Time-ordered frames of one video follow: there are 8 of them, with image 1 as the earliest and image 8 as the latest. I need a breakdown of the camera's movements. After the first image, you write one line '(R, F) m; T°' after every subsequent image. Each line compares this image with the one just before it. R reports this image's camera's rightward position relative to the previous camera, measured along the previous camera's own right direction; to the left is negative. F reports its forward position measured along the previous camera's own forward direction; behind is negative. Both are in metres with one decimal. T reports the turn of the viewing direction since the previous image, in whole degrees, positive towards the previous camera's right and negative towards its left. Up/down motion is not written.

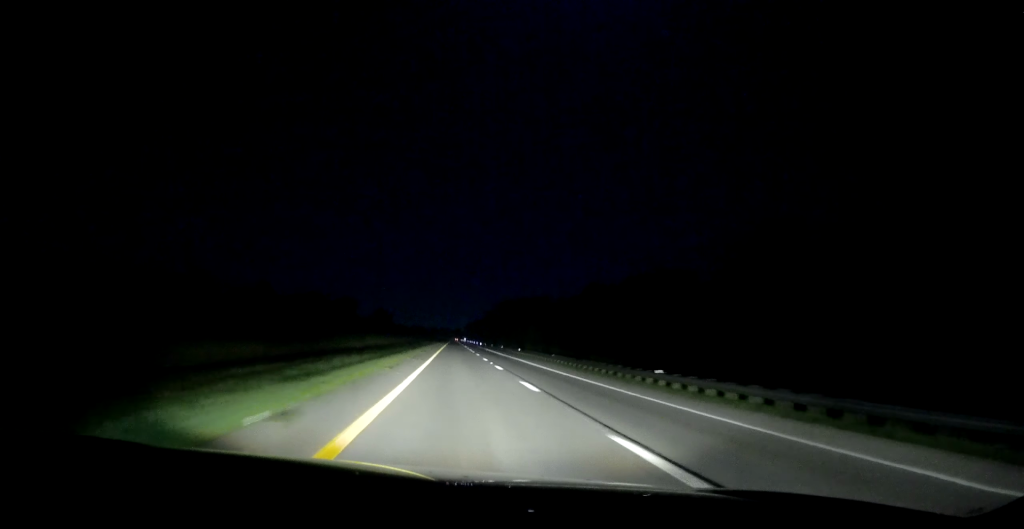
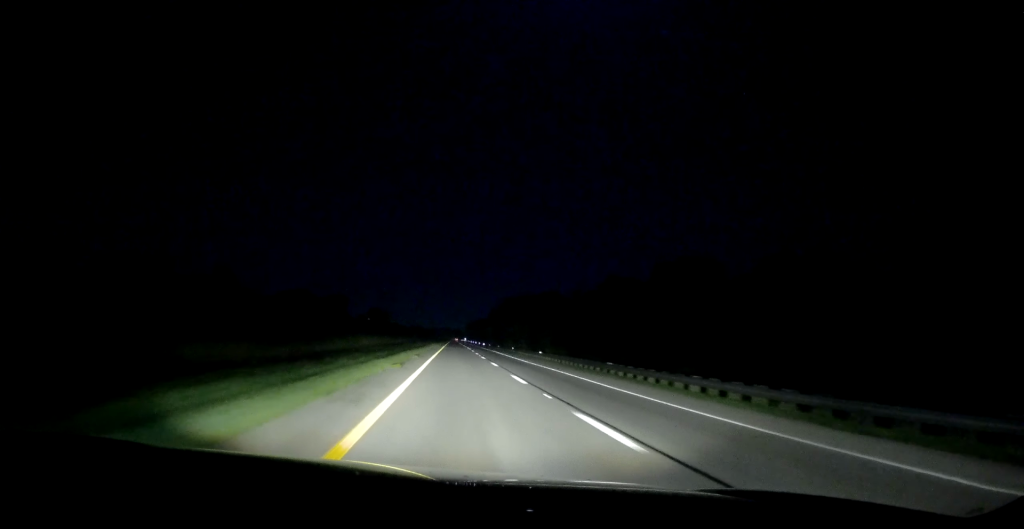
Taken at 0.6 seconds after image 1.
(+0.2, +21.4) m; +1°
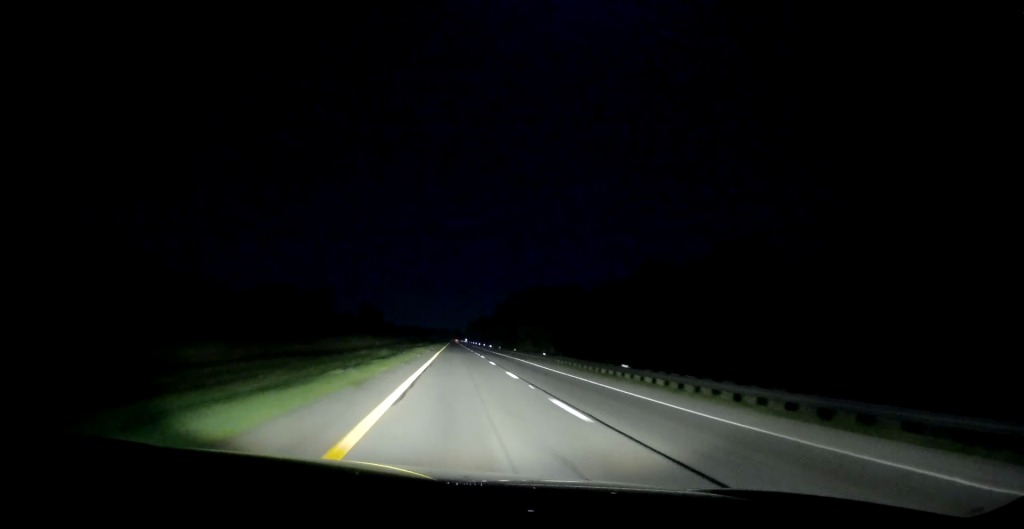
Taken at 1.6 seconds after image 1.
(+0.3, +33.7) m; 0°
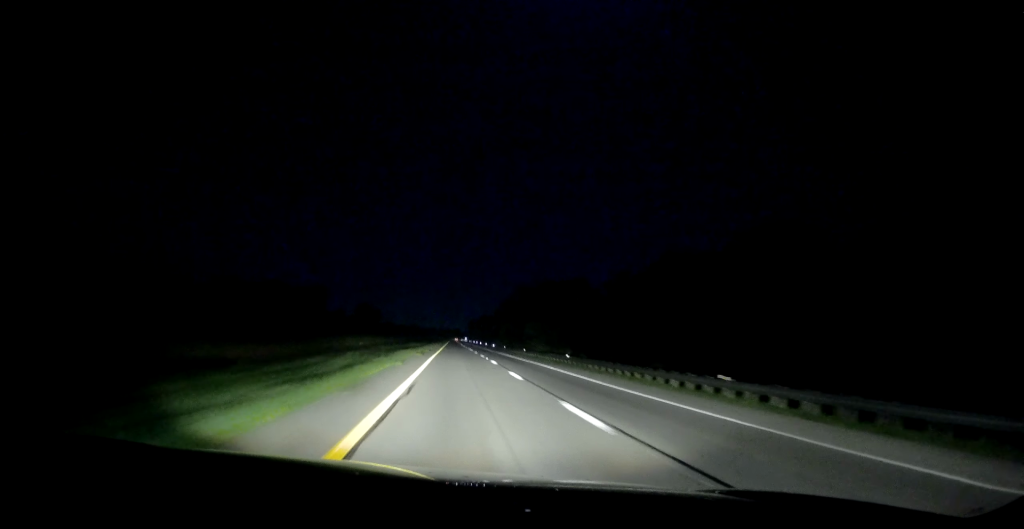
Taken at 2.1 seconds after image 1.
(+0.1, +14.6) m; -1°
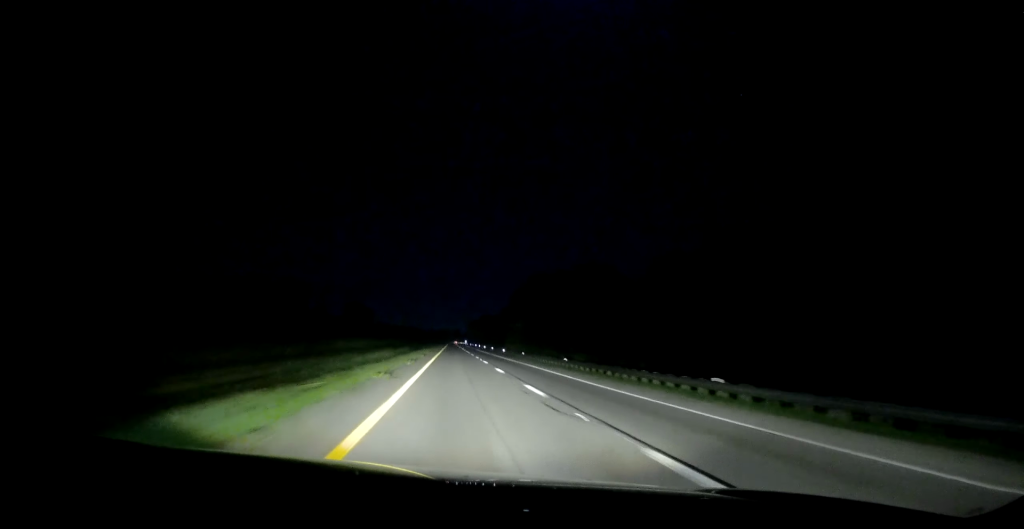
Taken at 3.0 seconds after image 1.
(-0.5, +30.0) m; 0°
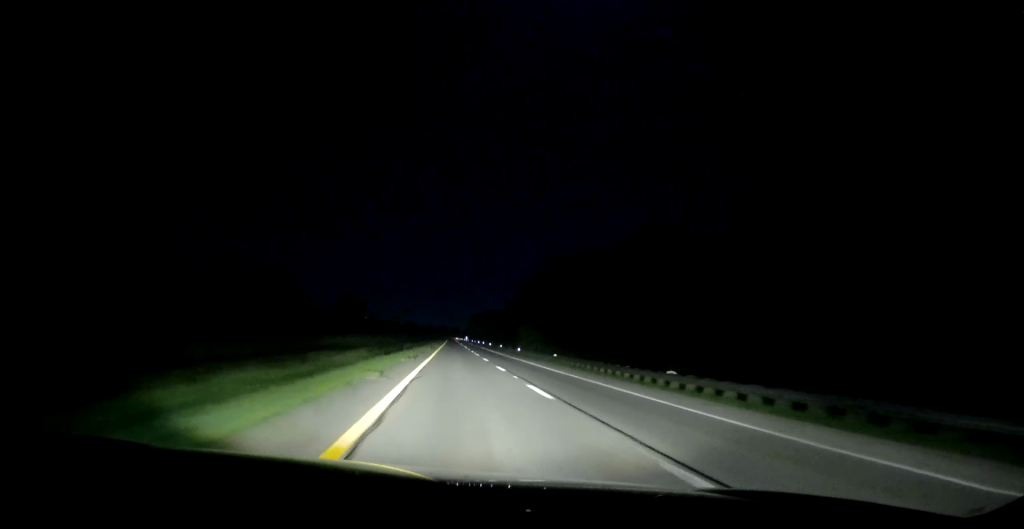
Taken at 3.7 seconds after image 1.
(+0.4, +25.5) m; +1°
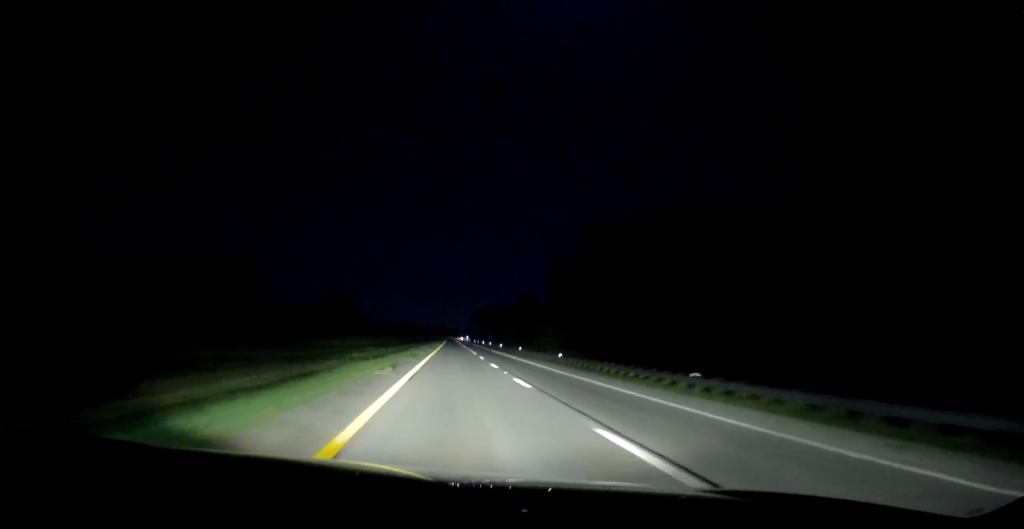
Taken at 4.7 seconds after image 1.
(+0.2, +33.3) m; 0°
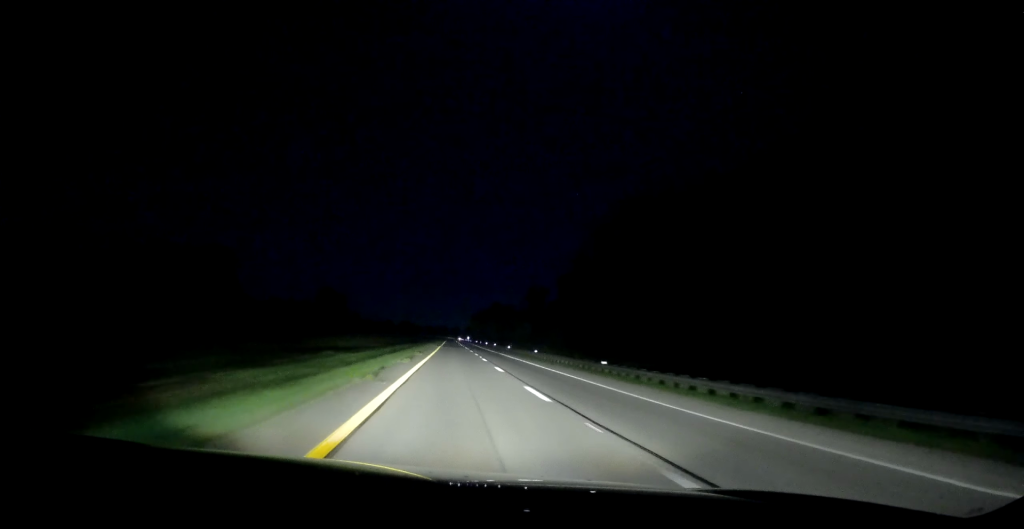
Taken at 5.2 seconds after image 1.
(0.0, +15.5) m; -1°
